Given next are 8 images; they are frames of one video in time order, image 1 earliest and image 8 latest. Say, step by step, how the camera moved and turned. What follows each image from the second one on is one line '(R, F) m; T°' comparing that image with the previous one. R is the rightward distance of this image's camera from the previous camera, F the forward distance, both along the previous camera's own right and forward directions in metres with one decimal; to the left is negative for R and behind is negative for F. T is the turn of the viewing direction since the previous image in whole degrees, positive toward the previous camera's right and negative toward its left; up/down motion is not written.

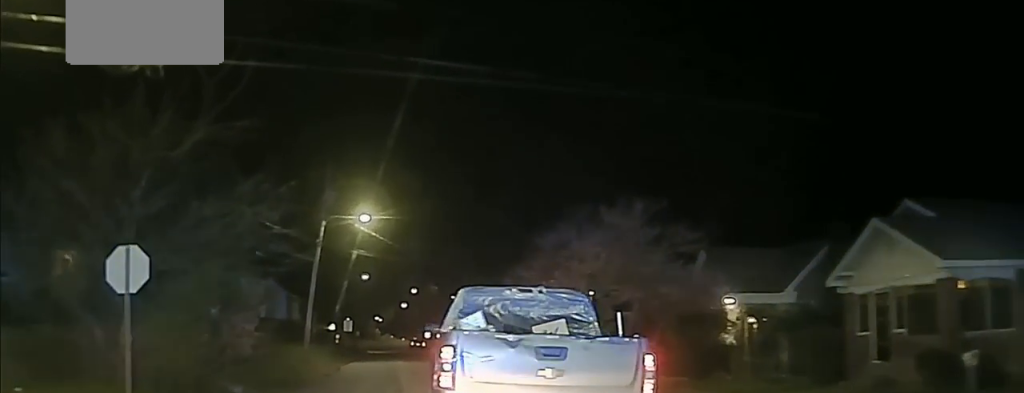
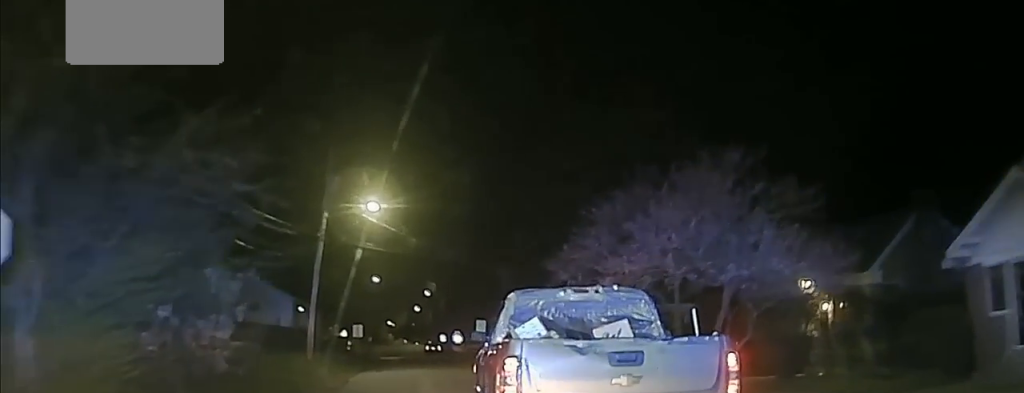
(+0.1, +6.0) m; +1°
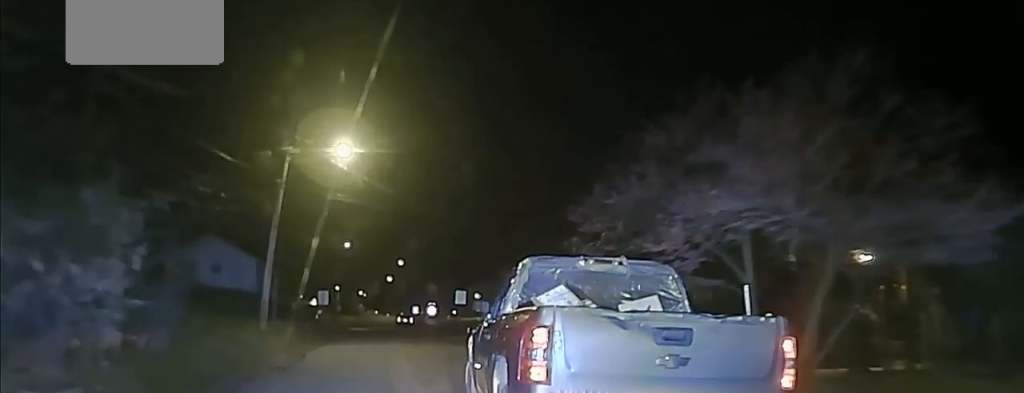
(+0.1, +6.5) m; +1°
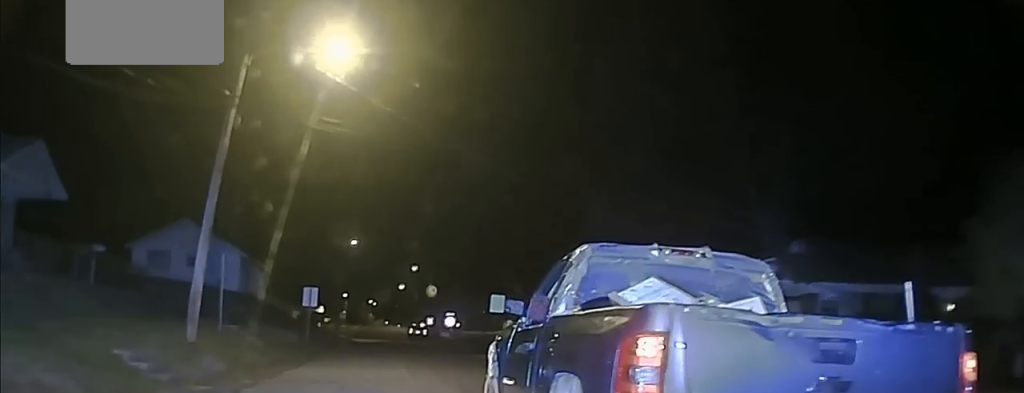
(0.0, +14.5) m; +1°
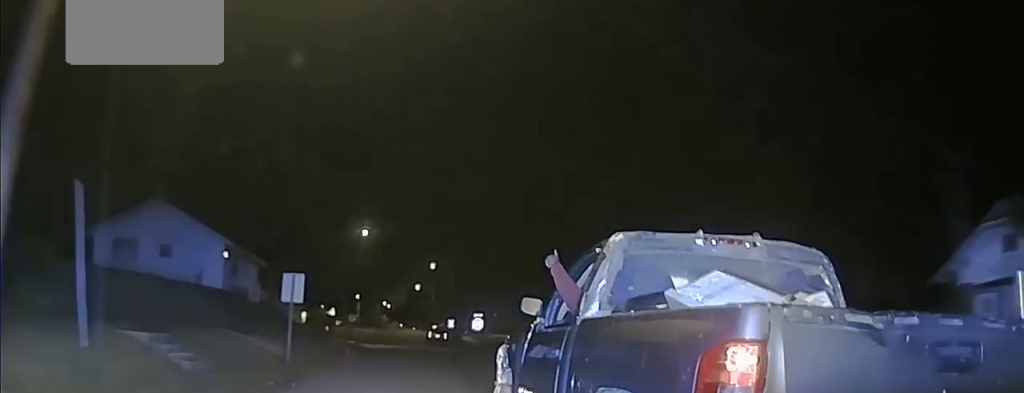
(+0.3, +12.9) m; +1°
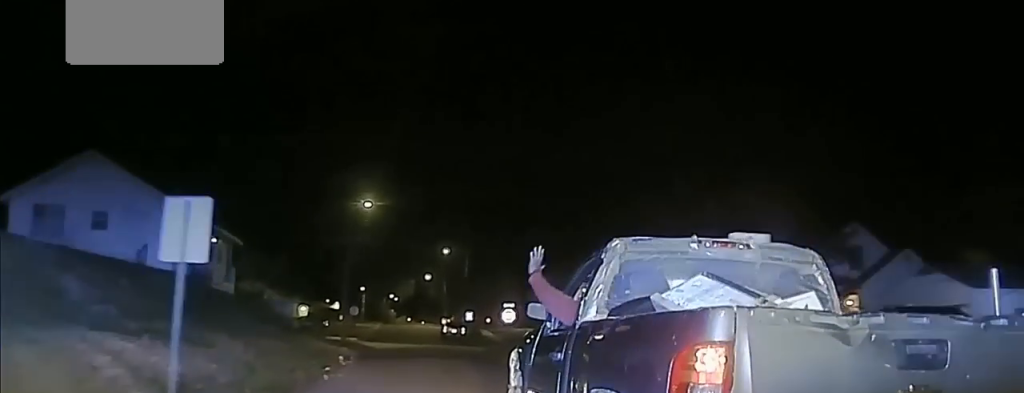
(-0.2, +13.9) m; -1°
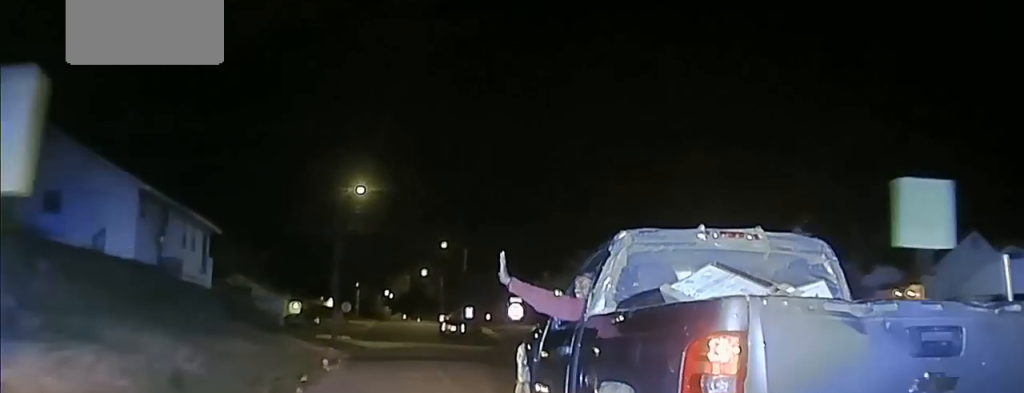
(0.0, +5.1) m; 0°
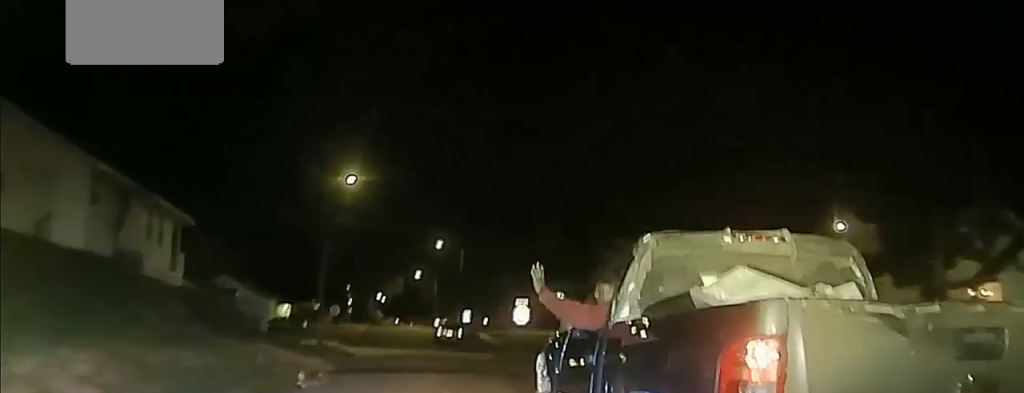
(+0.1, +4.9) m; +1°
